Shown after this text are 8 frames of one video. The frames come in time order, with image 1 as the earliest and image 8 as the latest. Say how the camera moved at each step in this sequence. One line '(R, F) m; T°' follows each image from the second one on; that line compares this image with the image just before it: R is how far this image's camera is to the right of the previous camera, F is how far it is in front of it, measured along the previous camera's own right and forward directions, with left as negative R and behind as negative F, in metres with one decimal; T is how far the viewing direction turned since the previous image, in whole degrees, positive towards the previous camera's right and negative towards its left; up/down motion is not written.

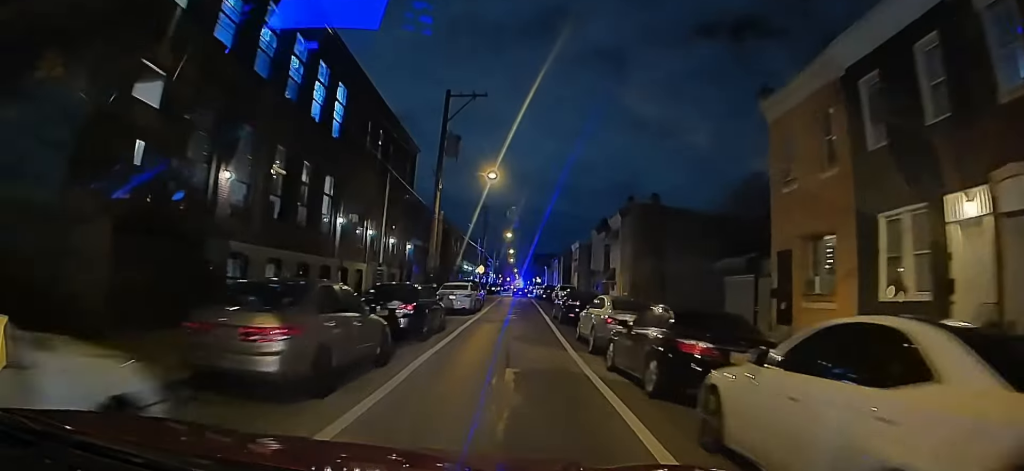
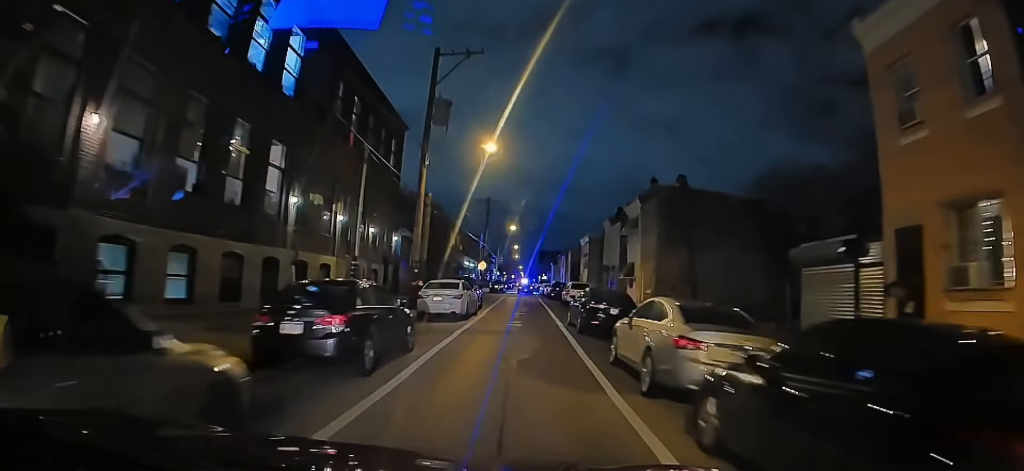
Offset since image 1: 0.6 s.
(+0.1, +5.6) m; 0°
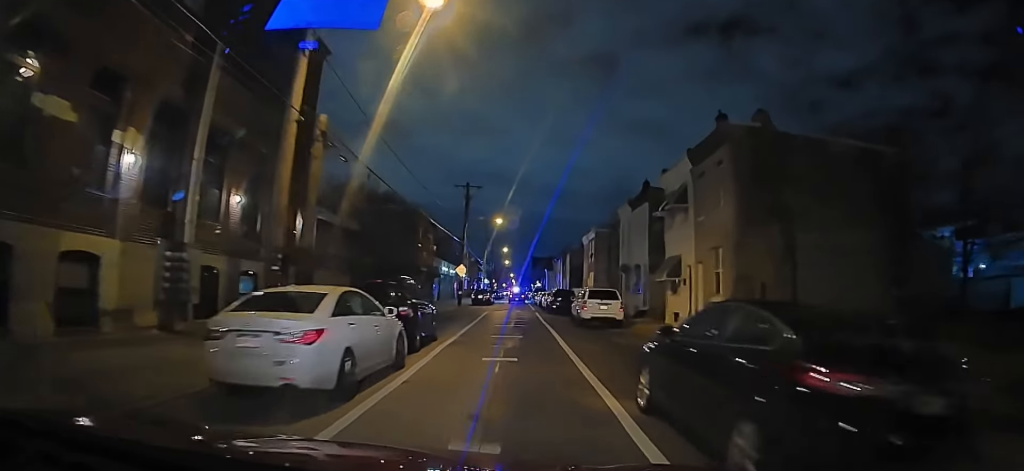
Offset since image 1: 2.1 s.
(0.0, +13.9) m; -1°
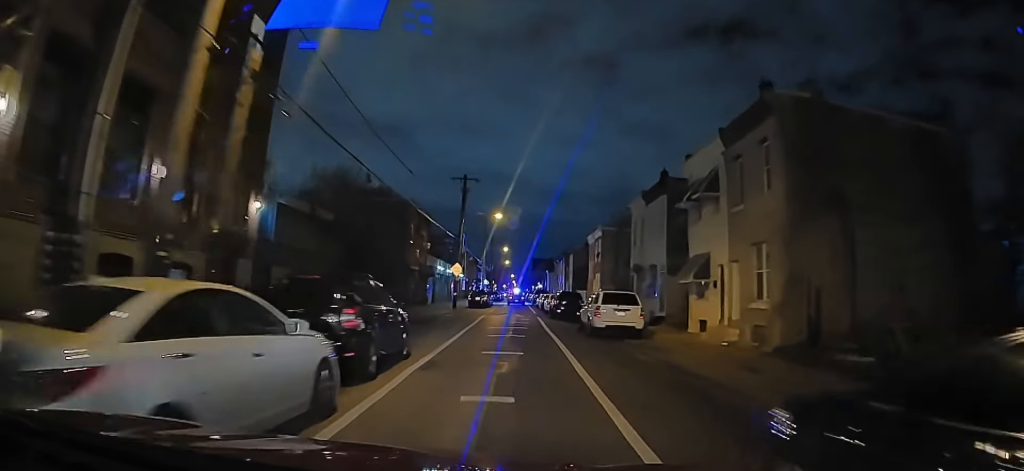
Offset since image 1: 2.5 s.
(0.0, +4.1) m; 0°
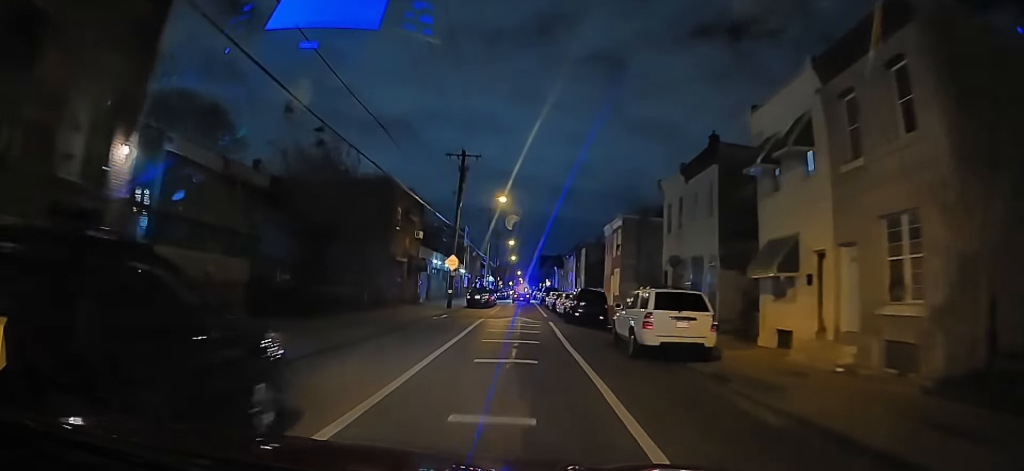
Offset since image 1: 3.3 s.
(0.0, +7.3) m; 0°
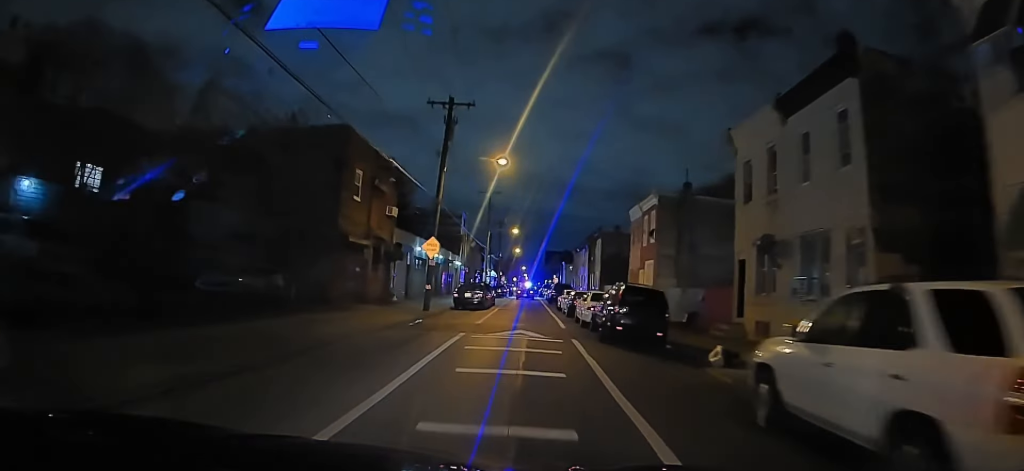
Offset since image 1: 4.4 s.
(0.0, +10.3) m; -1°
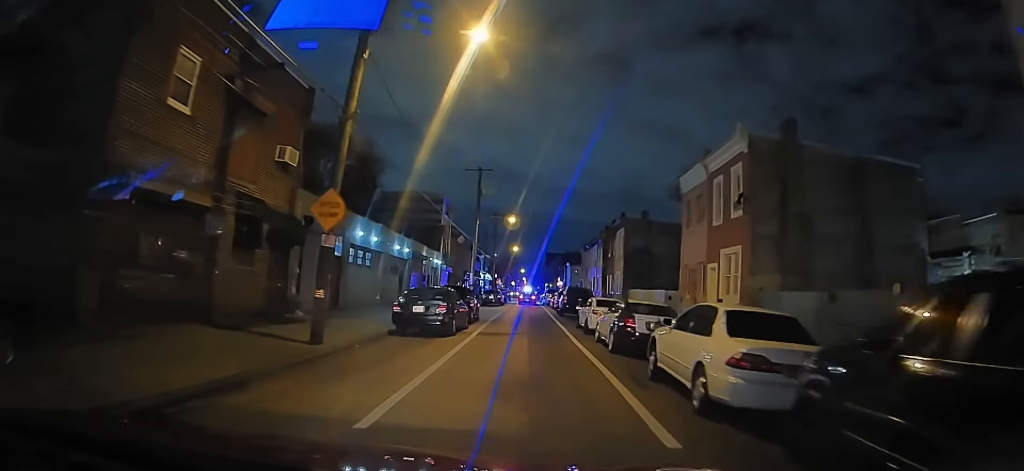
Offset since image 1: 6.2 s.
(-0.3, +12.9) m; -1°
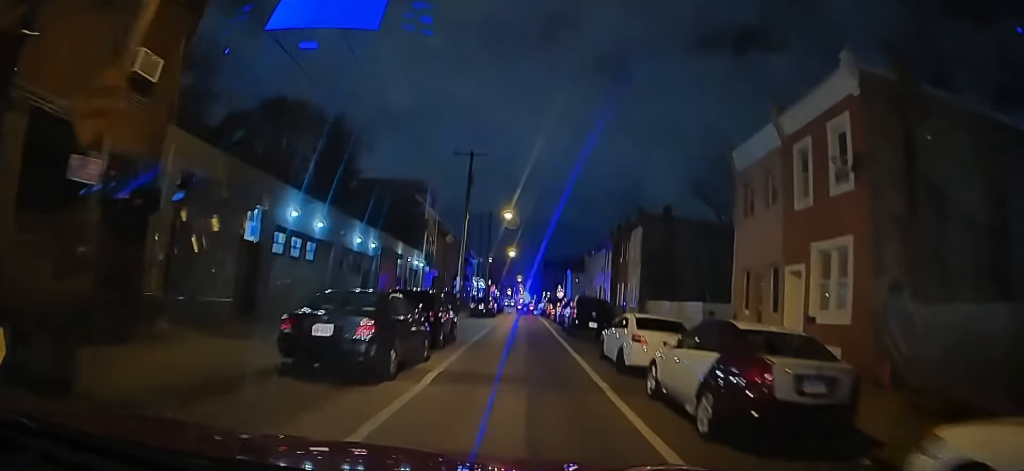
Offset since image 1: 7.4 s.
(+0.1, +8.4) m; 0°
